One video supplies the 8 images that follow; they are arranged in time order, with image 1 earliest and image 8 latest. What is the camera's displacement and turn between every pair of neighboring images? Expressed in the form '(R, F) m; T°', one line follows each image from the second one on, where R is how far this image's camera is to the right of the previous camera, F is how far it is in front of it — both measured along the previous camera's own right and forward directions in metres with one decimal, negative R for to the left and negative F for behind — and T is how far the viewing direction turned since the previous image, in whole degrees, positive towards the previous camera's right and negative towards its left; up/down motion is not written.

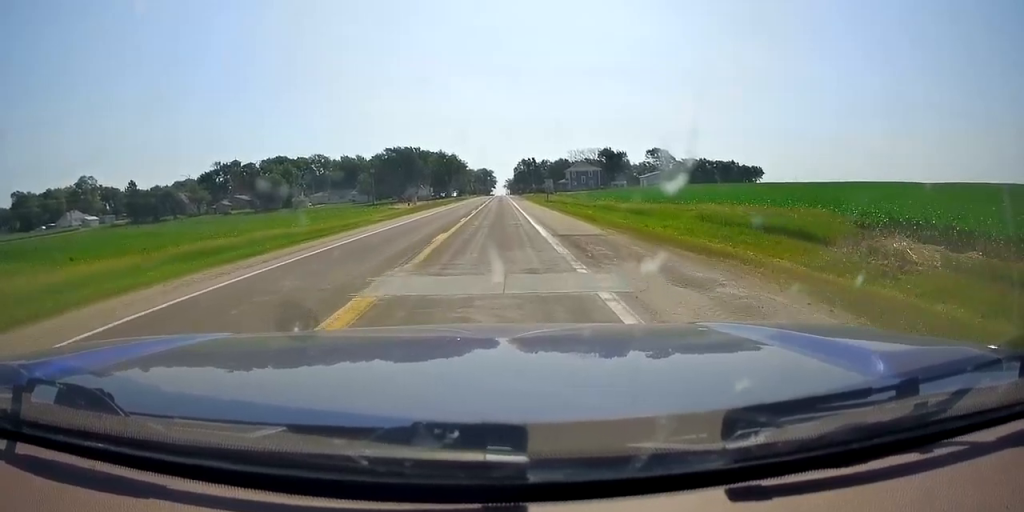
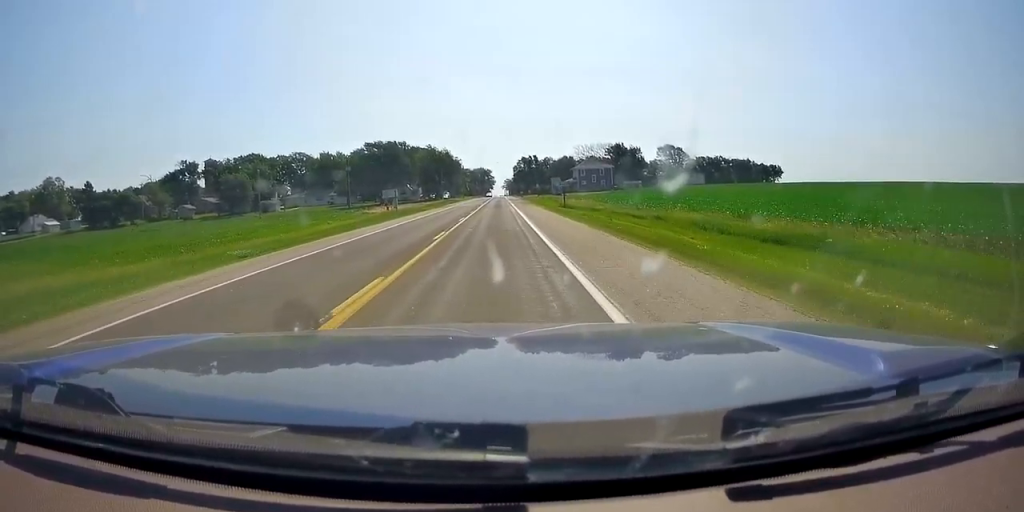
(+0.3, +23.9) m; +1°
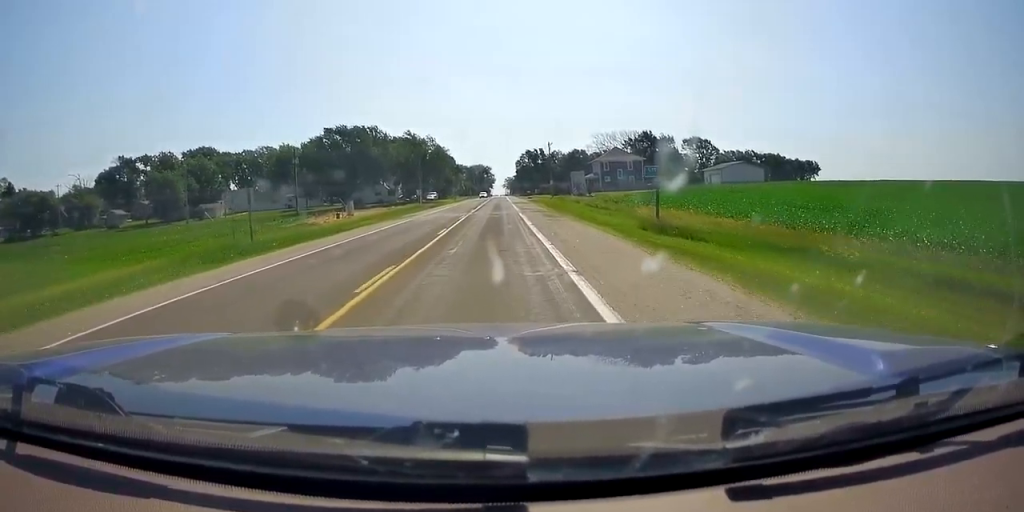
(-0.4, +35.2) m; -1°
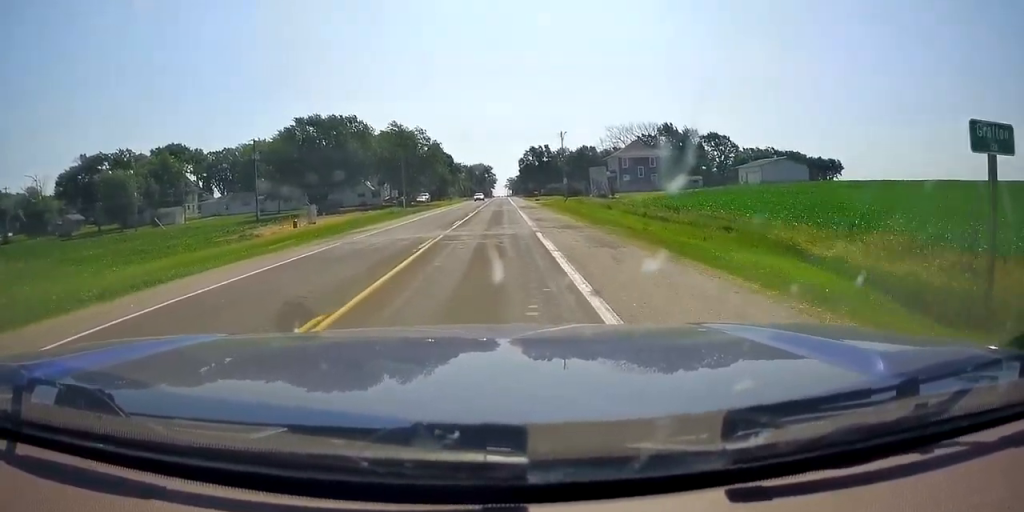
(0.0, +17.3) m; 0°
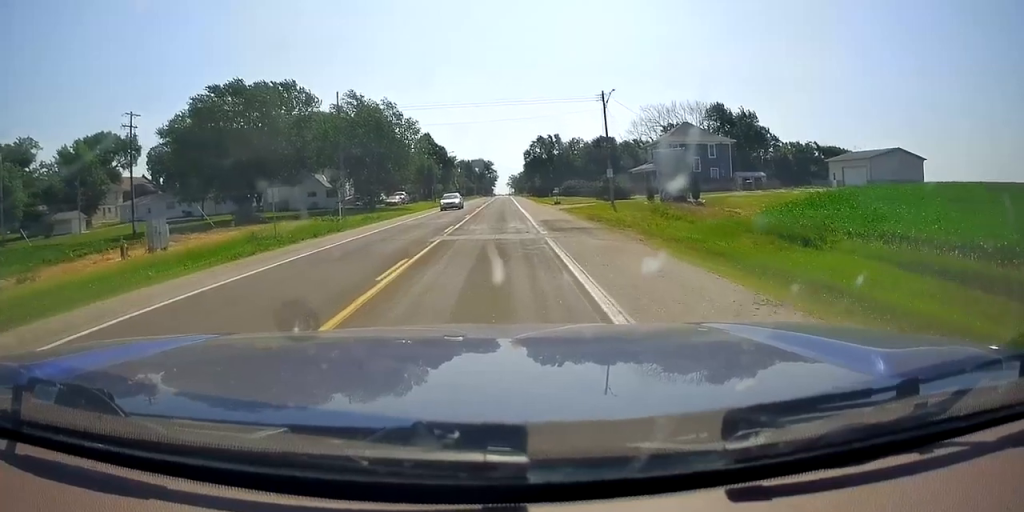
(-0.4, +30.3) m; -1°
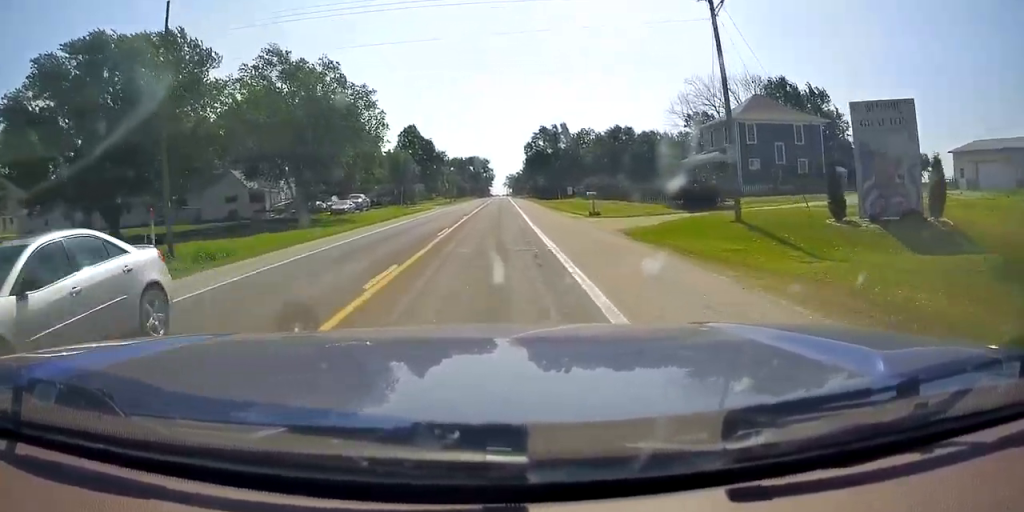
(+0.3, +25.5) m; +2°
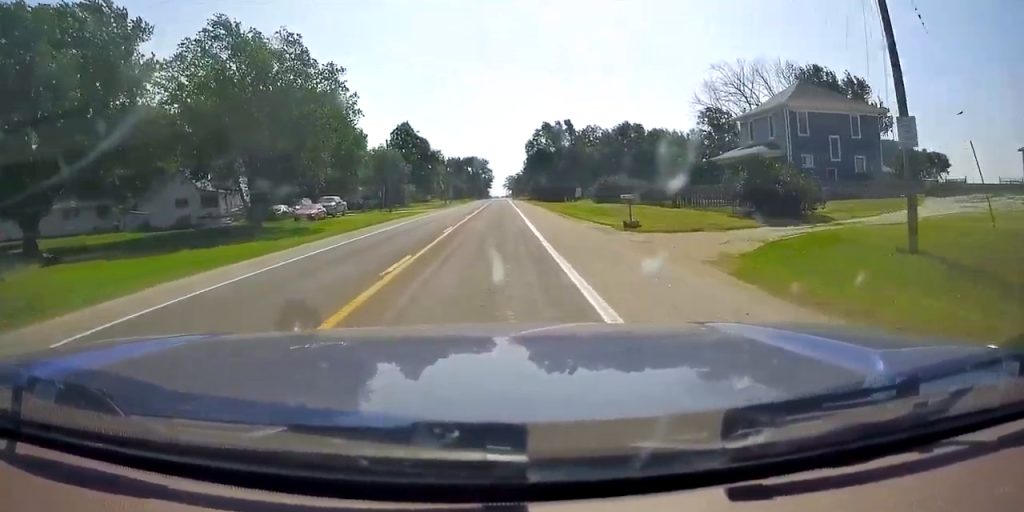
(+0.3, +10.1) m; +1°
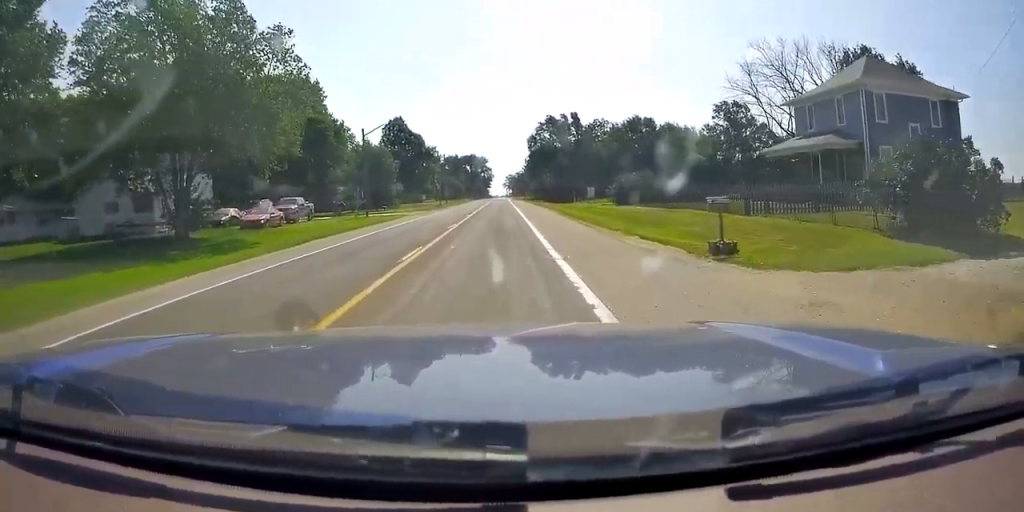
(-0.2, +10.4) m; -1°
